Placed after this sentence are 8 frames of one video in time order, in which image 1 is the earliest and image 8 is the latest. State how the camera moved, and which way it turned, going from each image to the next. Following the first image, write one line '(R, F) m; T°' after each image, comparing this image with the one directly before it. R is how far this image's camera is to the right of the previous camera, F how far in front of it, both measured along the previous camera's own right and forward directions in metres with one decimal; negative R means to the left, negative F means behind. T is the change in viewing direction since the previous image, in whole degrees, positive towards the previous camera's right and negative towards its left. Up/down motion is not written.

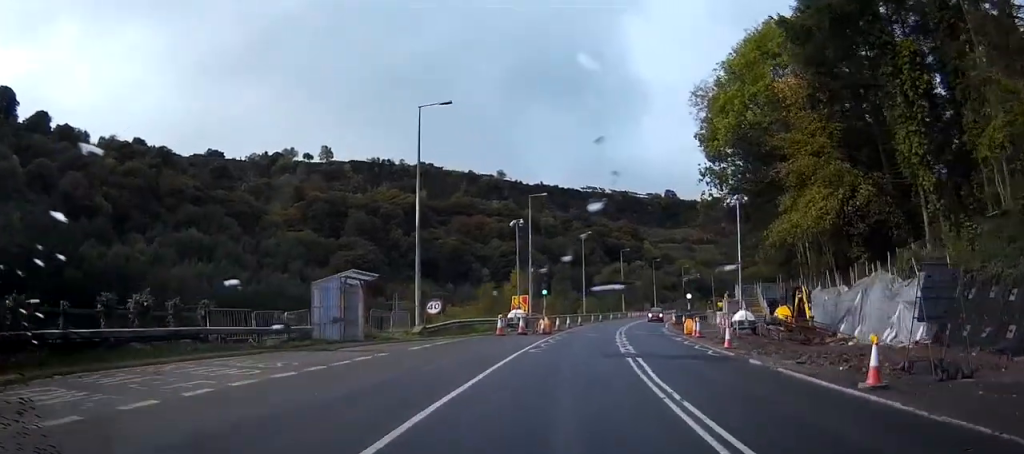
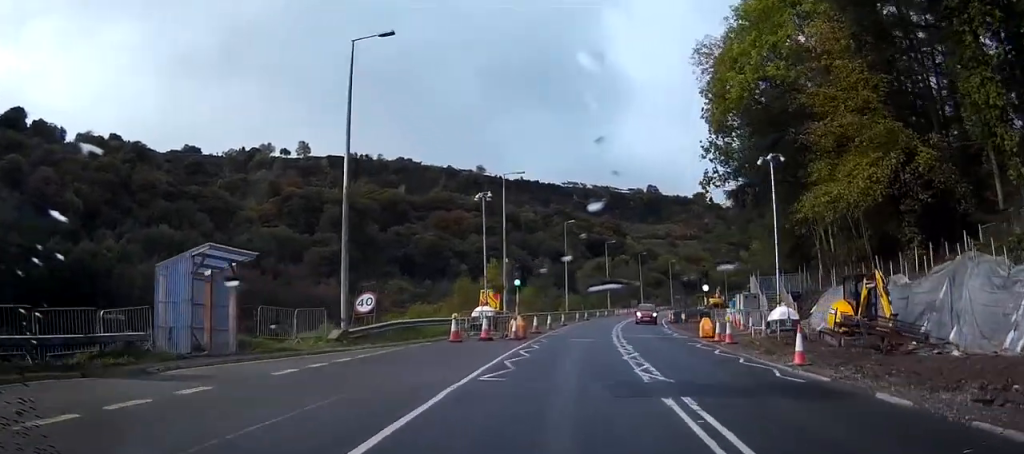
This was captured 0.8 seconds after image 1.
(+0.2, +10.0) m; +2°
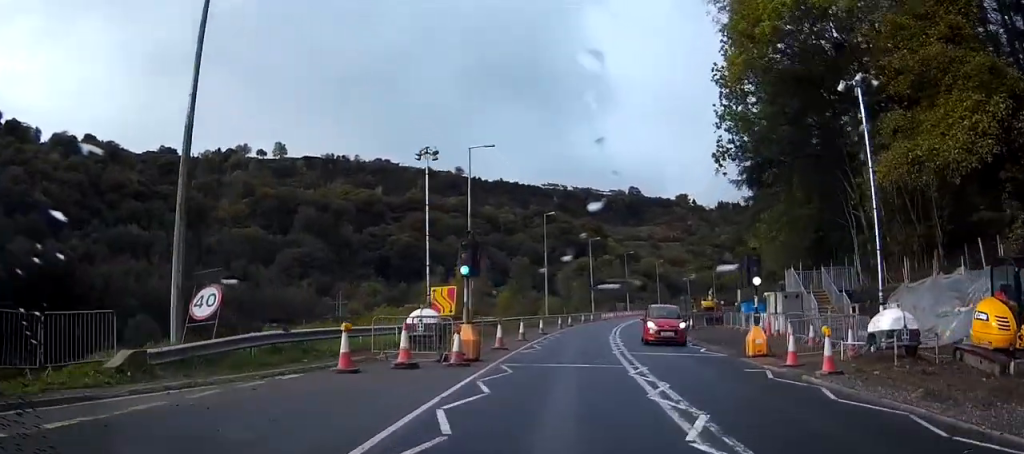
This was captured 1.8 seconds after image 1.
(+0.3, +11.8) m; +2°
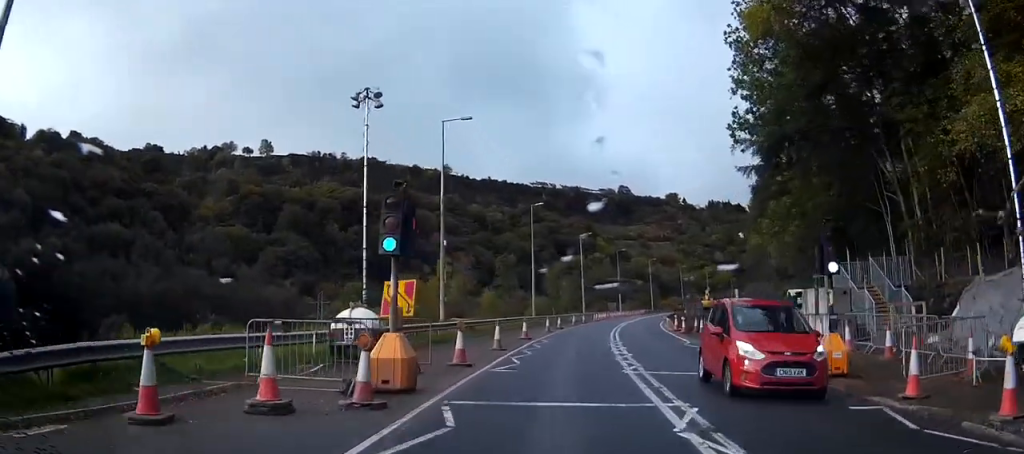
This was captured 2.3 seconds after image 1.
(0.0, +7.4) m; +1°
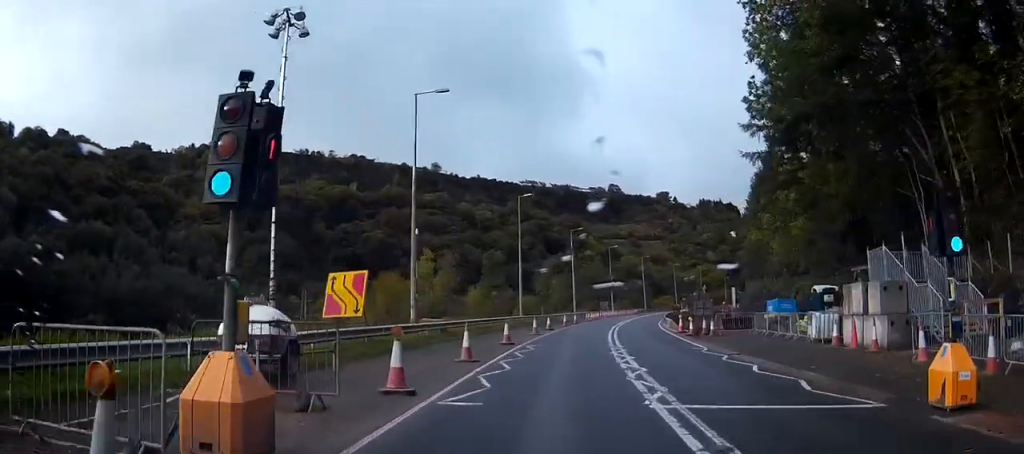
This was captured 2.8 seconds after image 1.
(0.0, +5.7) m; +1°
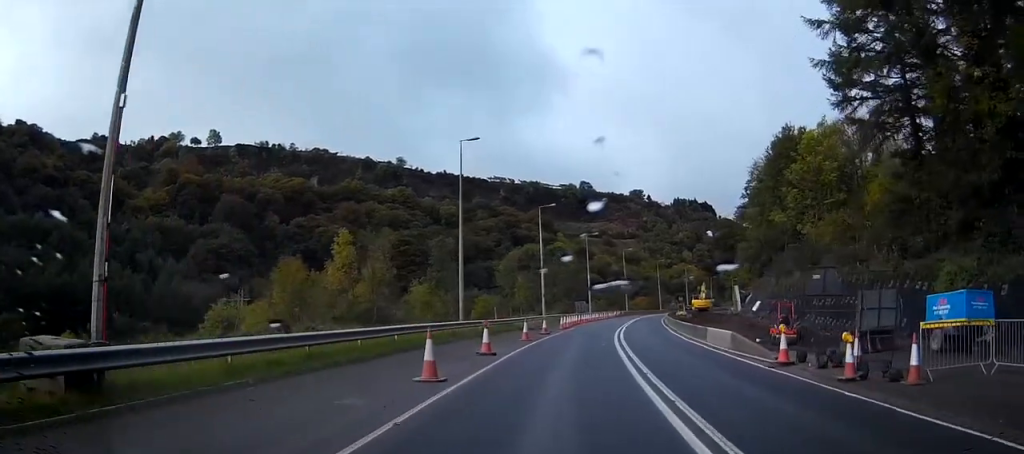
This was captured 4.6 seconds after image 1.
(+0.7, +24.7) m; +2°
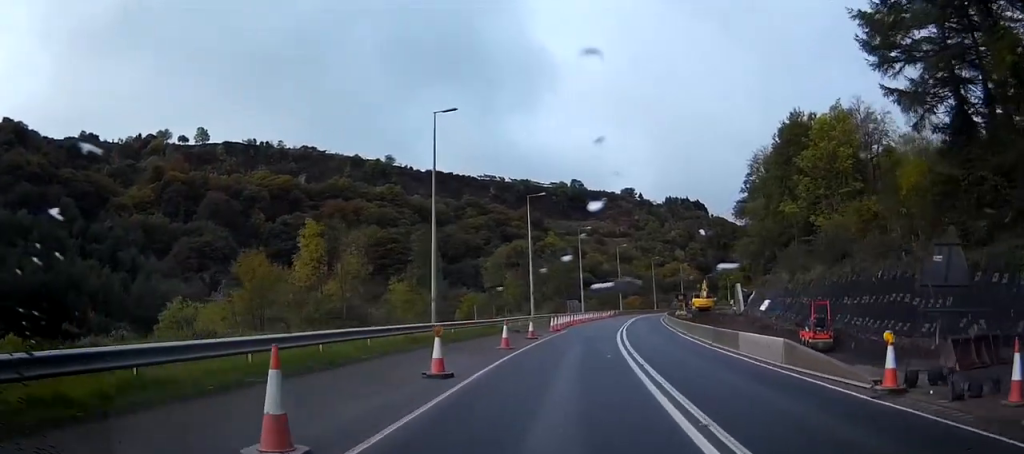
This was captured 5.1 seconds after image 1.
(0.0, +7.2) m; 0°
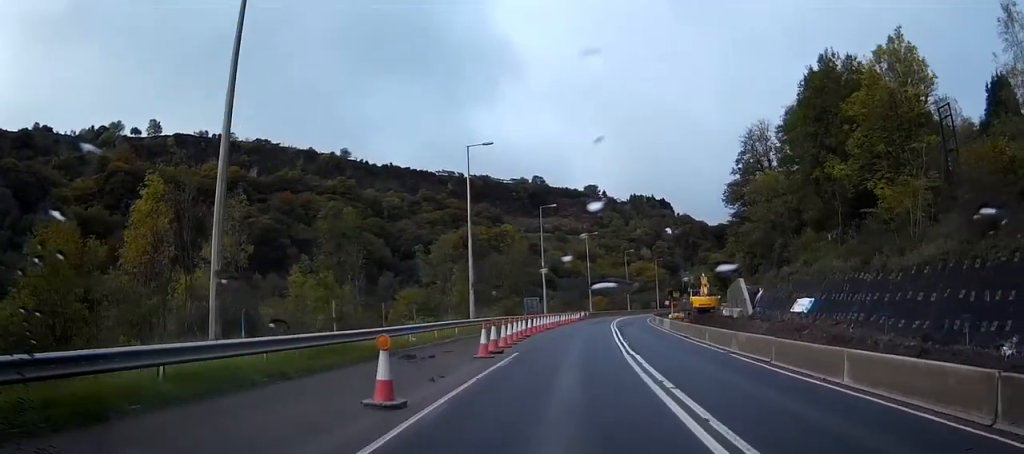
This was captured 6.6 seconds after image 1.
(+0.2, +22.9) m; +2°
